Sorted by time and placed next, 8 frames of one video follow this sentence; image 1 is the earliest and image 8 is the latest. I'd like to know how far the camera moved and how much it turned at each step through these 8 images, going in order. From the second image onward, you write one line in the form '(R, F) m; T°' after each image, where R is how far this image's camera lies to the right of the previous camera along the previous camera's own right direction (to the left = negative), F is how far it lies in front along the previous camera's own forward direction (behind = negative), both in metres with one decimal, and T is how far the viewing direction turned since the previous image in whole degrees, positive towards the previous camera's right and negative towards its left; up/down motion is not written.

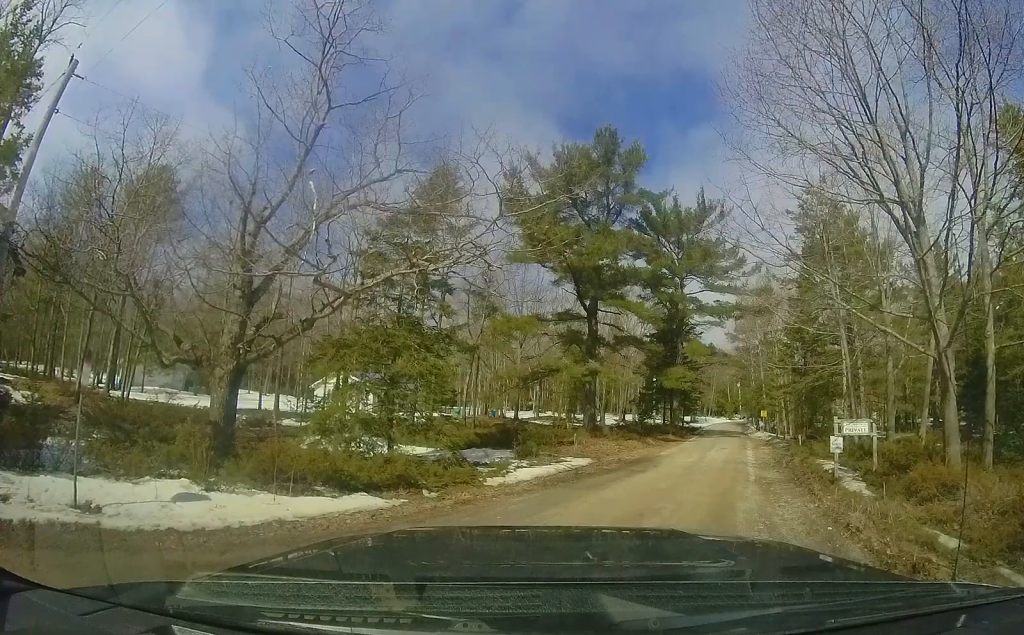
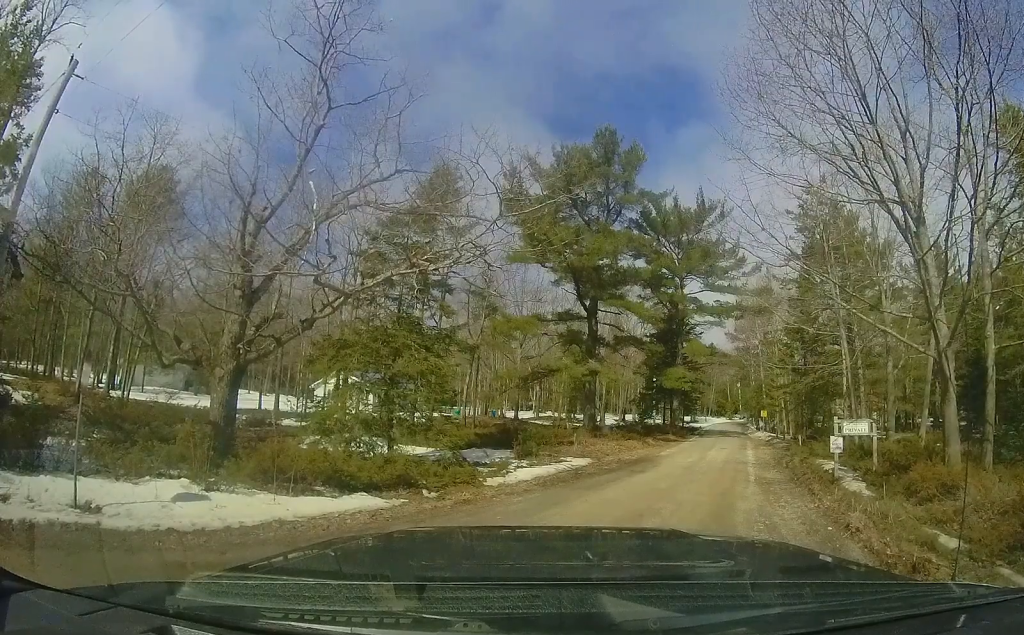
(0.0, 0.0) m; 0°
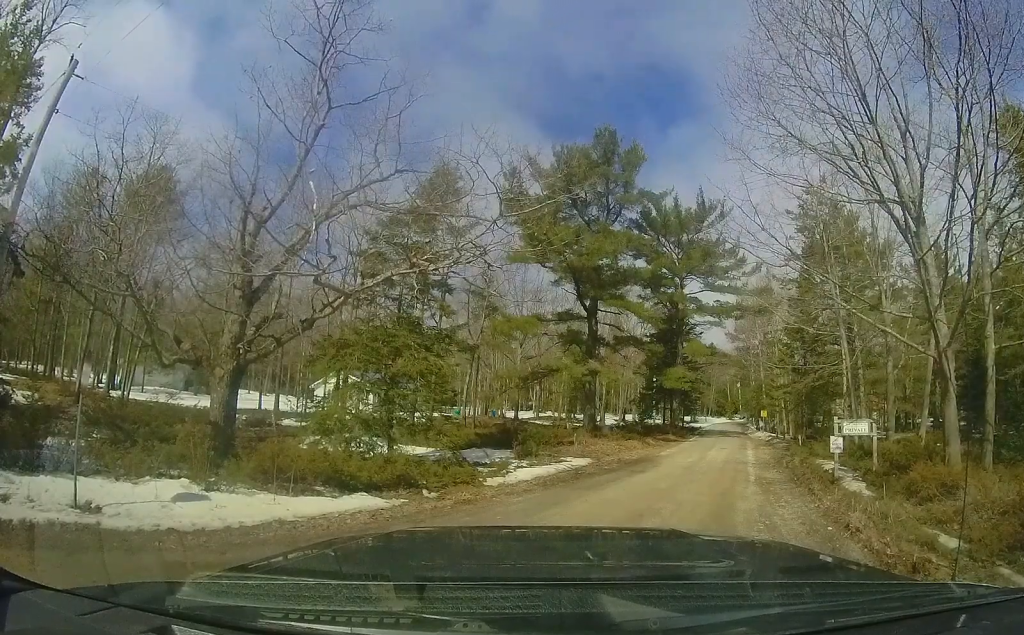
(0.0, 0.0) m; 0°
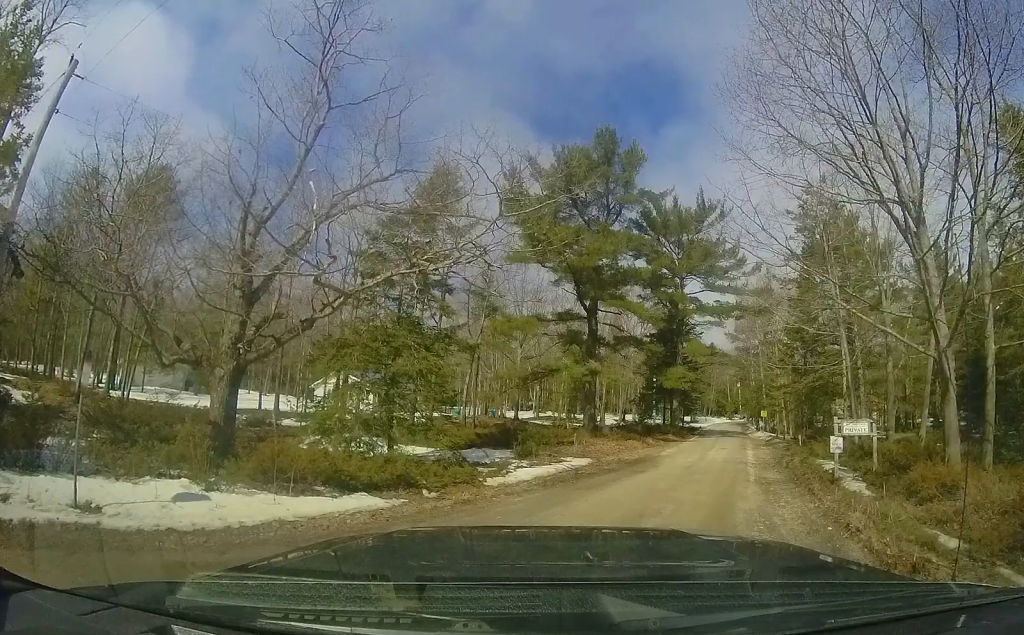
(0.0, 0.0) m; 0°
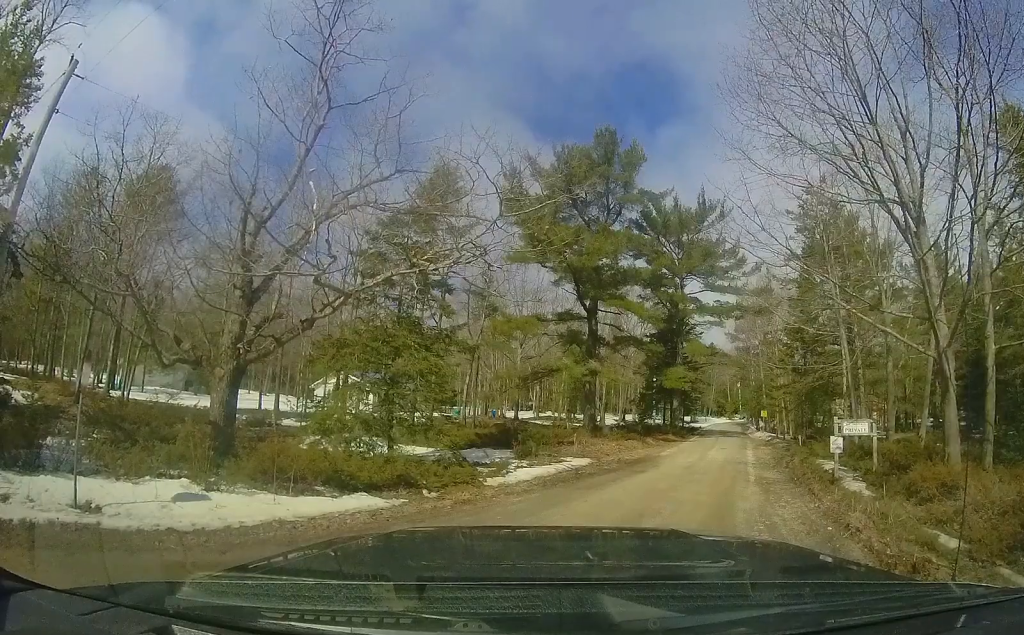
(0.0, 0.0) m; 0°
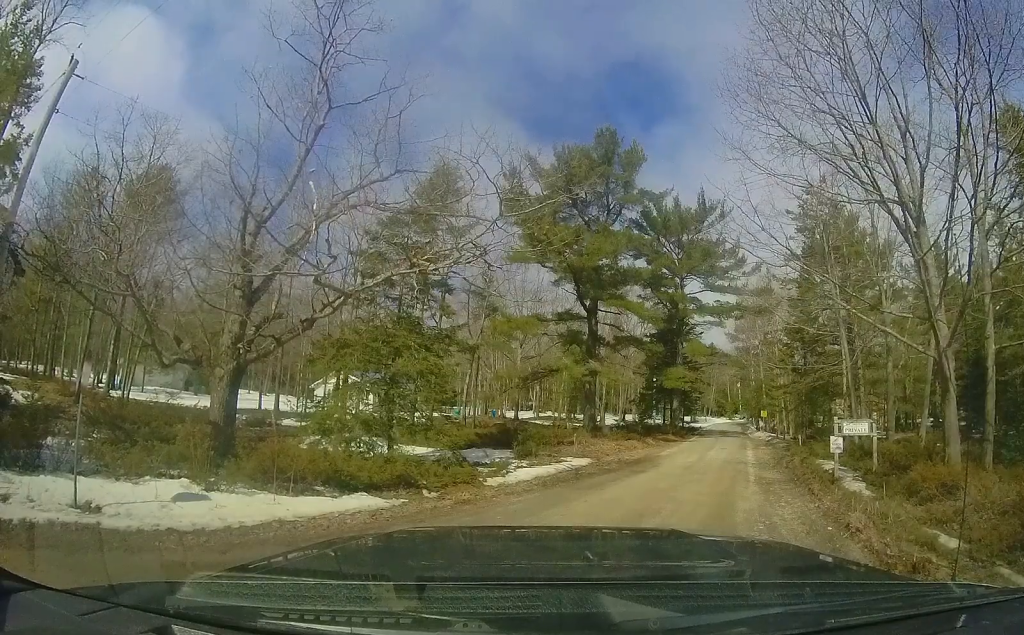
(0.0, 0.0) m; 0°
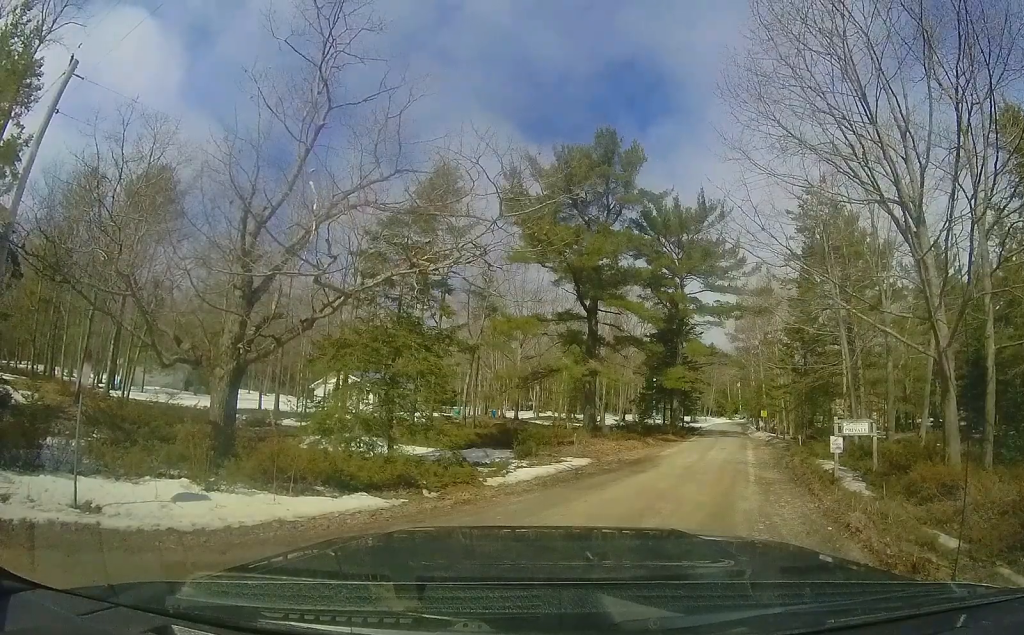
(0.0, 0.0) m; 0°
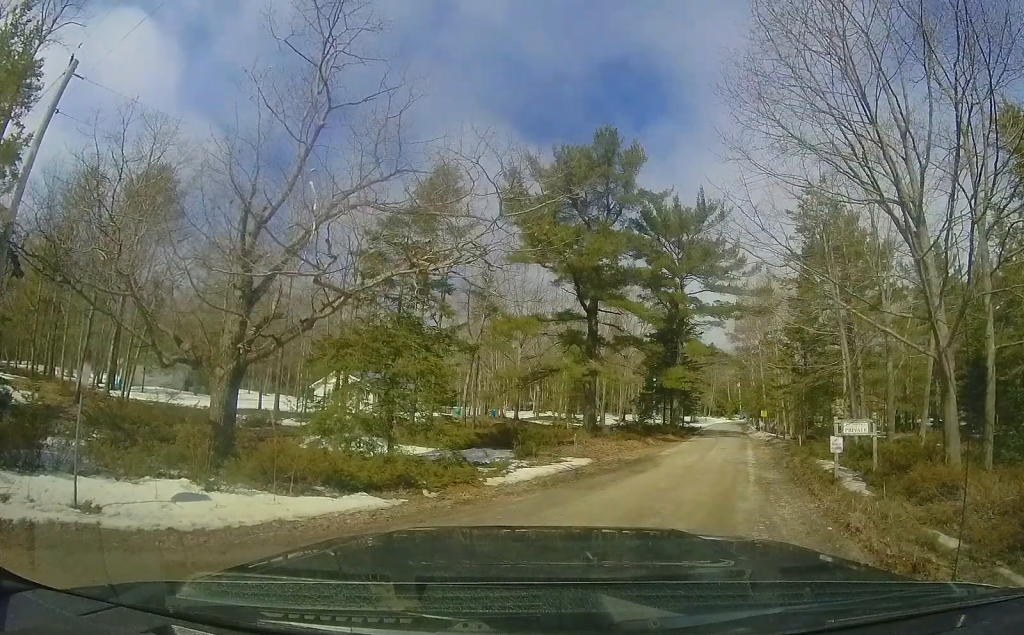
(0.0, 0.0) m; 0°
